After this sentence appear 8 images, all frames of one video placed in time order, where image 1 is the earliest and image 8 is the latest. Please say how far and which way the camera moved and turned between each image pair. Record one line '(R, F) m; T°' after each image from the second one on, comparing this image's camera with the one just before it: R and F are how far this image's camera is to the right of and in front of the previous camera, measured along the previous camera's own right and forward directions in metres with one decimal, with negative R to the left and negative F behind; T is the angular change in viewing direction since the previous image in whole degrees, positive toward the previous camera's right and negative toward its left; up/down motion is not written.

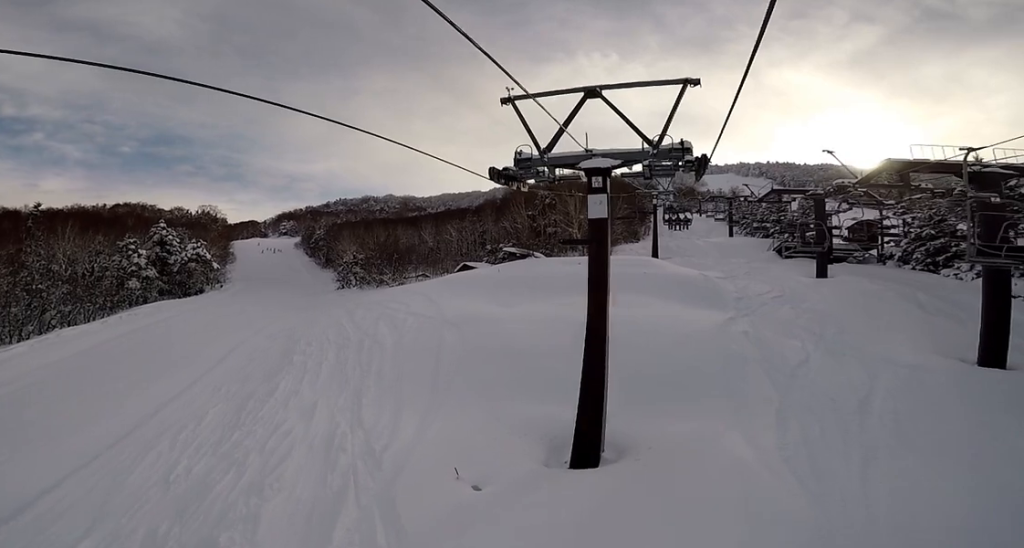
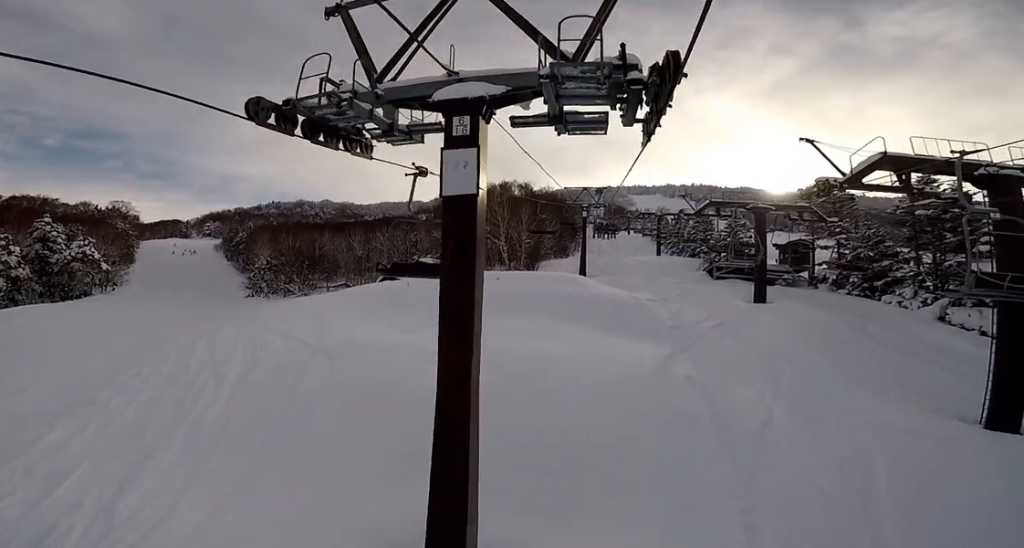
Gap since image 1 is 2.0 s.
(0.0, +5.9) m; 0°
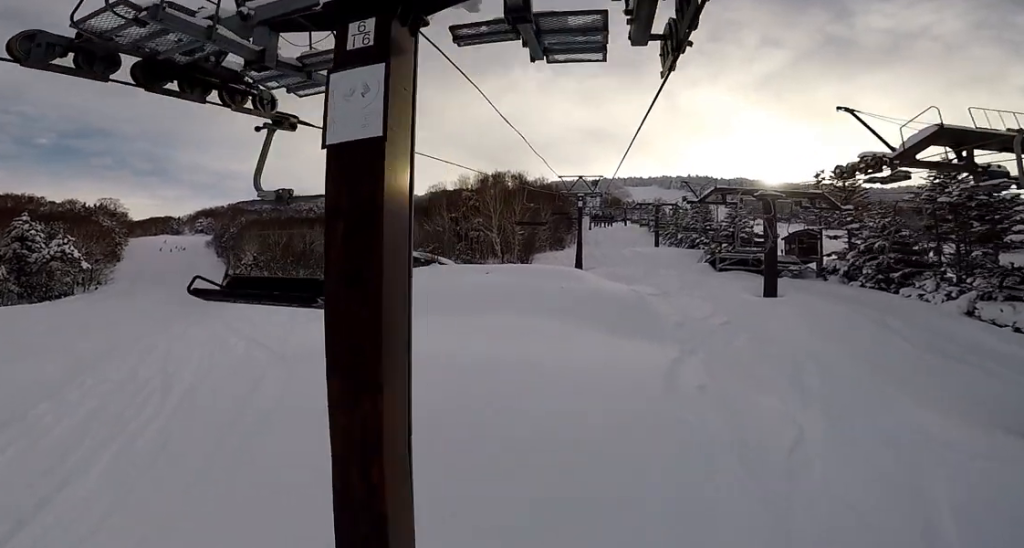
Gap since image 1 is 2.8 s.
(-0.9, +2.2) m; 0°
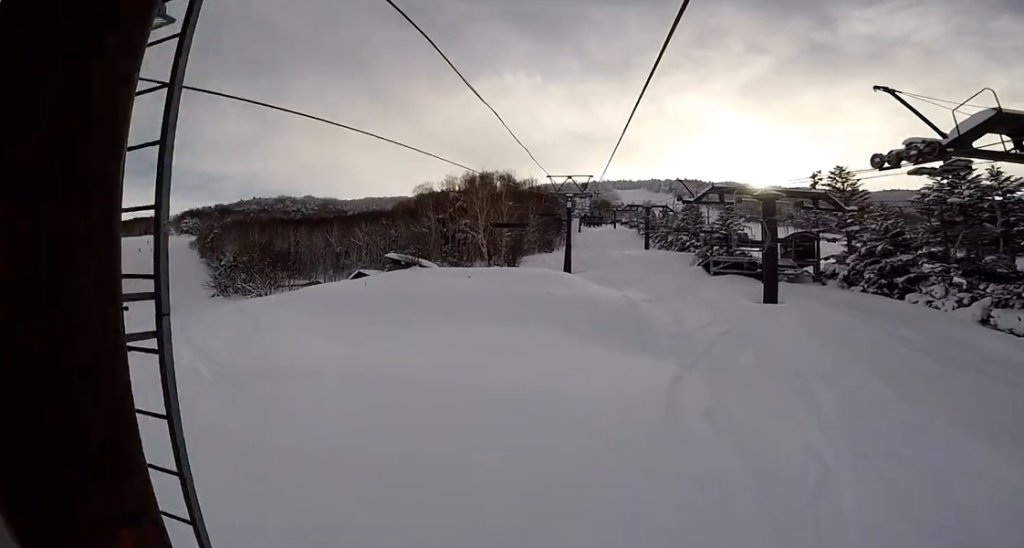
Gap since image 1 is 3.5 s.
(+0.4, +2.2) m; 0°
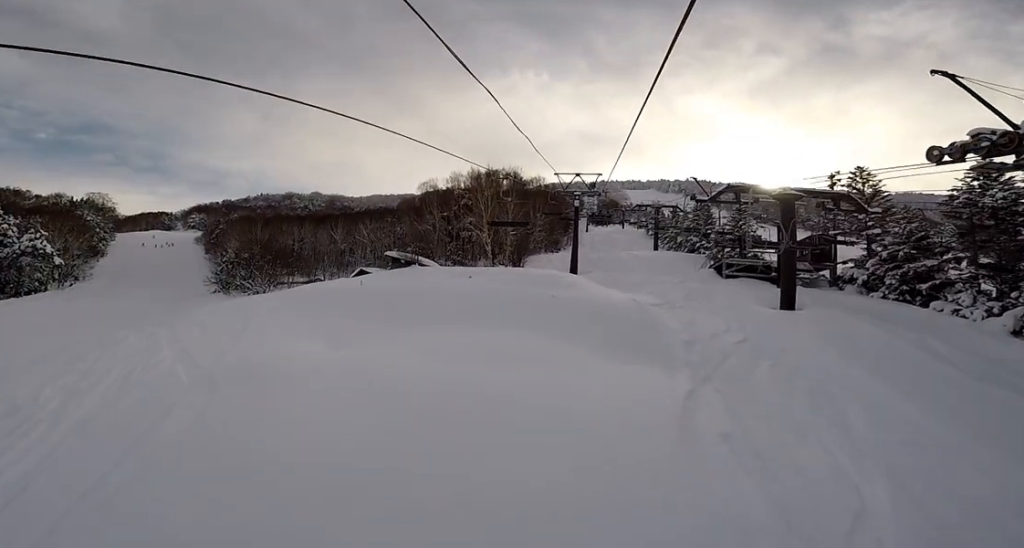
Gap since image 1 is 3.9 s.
(+0.5, +1.3) m; 0°
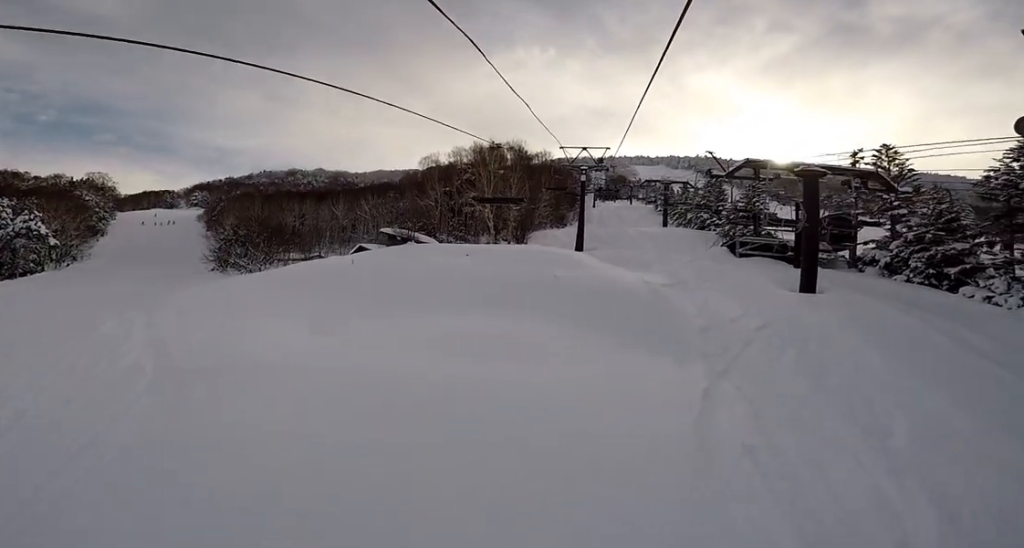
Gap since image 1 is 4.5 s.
(-0.5, +1.4) m; 0°
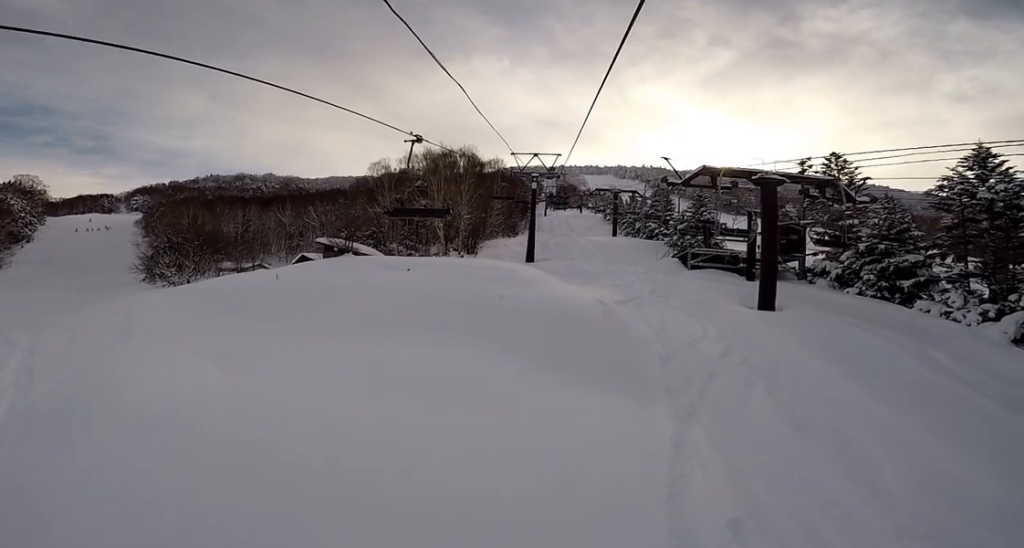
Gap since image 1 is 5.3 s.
(-0.2, +2.5) m; 0°
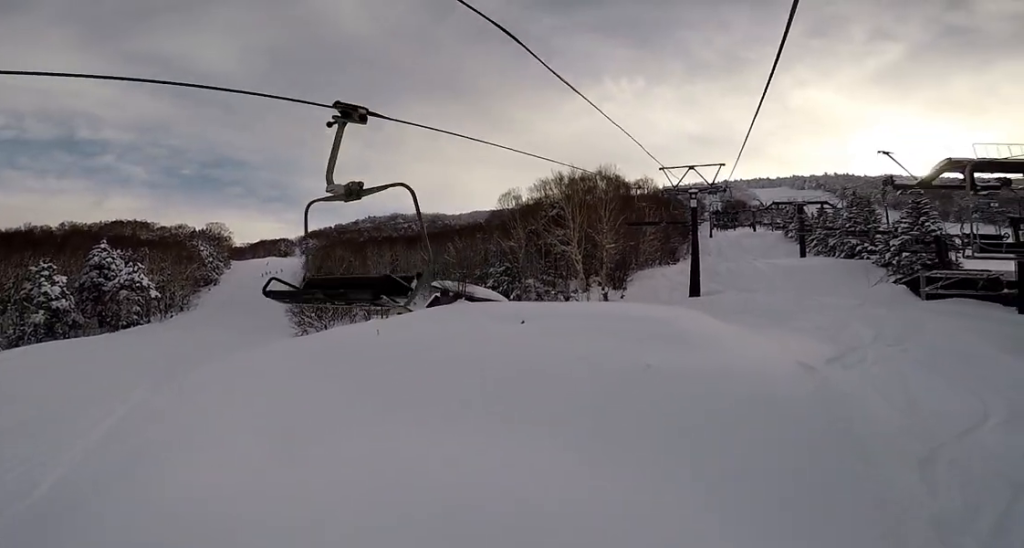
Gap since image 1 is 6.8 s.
(-0.2, +4.3) m; 0°
